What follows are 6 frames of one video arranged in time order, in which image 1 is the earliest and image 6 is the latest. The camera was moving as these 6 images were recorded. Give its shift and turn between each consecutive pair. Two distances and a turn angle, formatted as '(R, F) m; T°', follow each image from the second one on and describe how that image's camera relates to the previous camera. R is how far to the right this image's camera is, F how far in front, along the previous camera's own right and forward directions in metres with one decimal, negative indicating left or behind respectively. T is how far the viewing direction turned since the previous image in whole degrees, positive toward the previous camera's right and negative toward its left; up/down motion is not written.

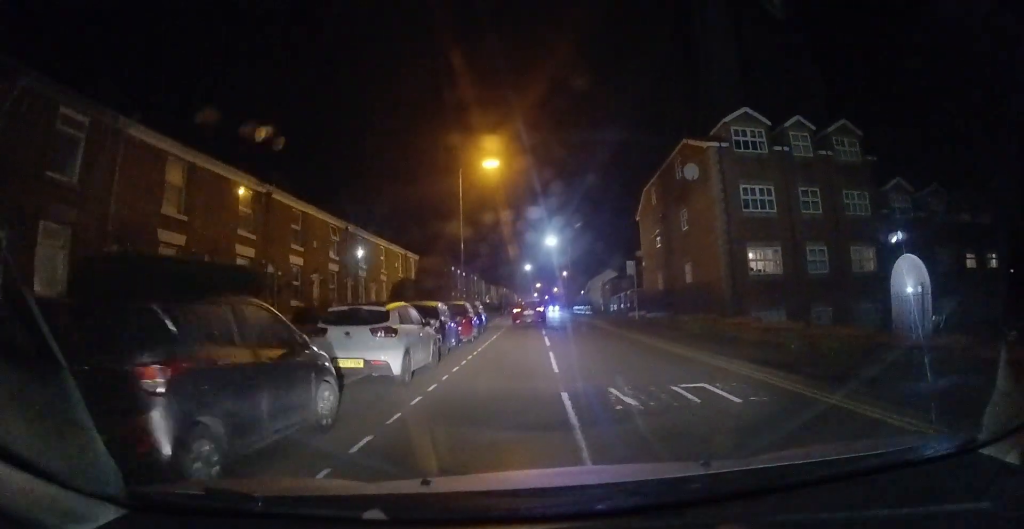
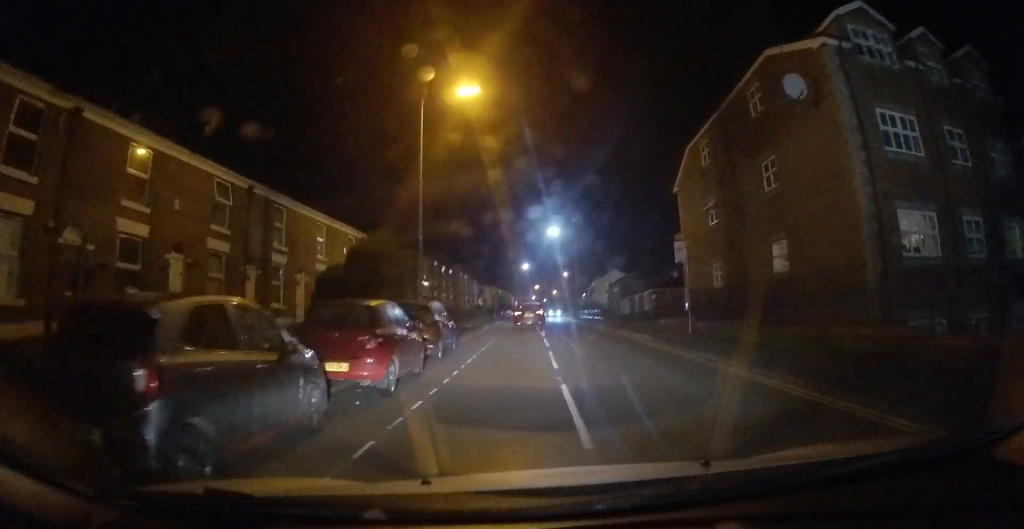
(-0.3, +10.6) m; -2°
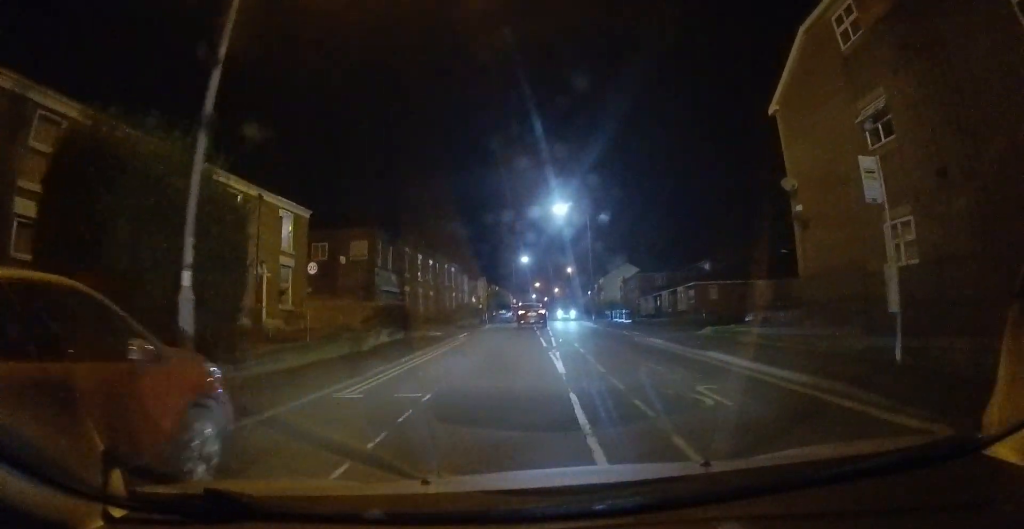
(+0.2, +12.2) m; +3°
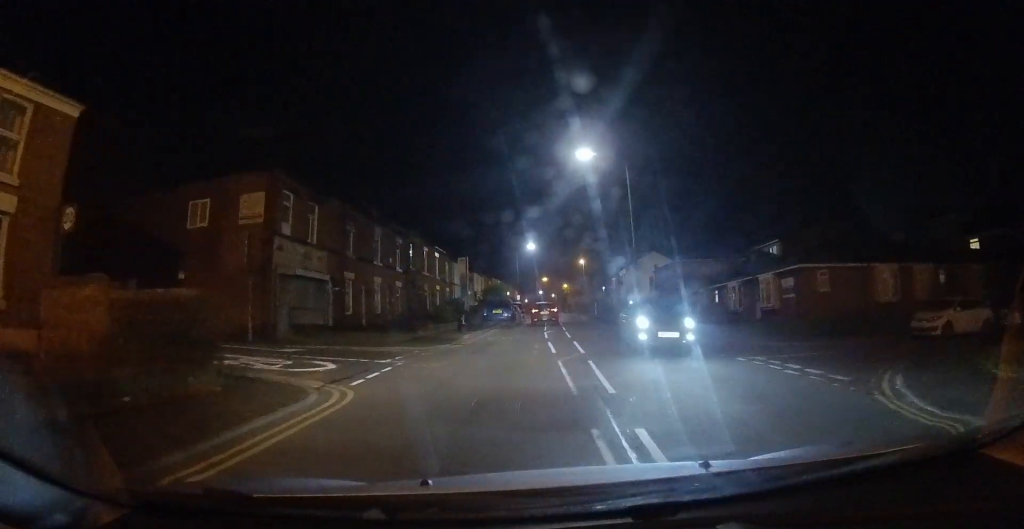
(+0.2, +14.8) m; +1°
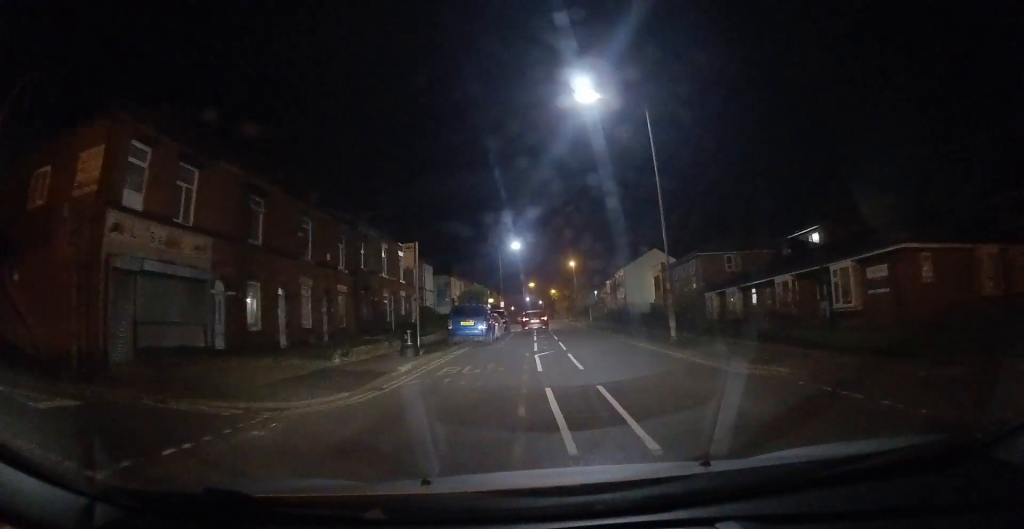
(+0.1, +8.8) m; -1°
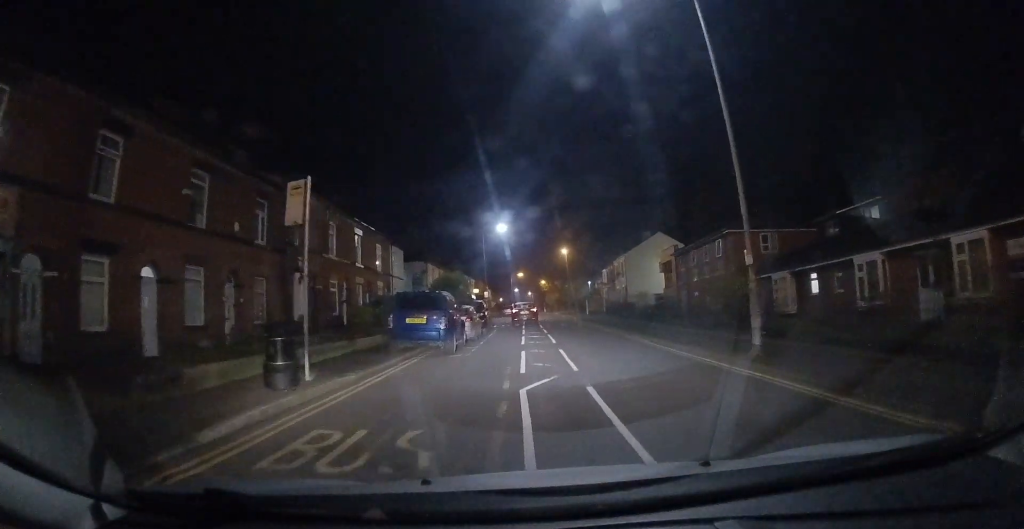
(-0.1, +7.9) m; -1°
